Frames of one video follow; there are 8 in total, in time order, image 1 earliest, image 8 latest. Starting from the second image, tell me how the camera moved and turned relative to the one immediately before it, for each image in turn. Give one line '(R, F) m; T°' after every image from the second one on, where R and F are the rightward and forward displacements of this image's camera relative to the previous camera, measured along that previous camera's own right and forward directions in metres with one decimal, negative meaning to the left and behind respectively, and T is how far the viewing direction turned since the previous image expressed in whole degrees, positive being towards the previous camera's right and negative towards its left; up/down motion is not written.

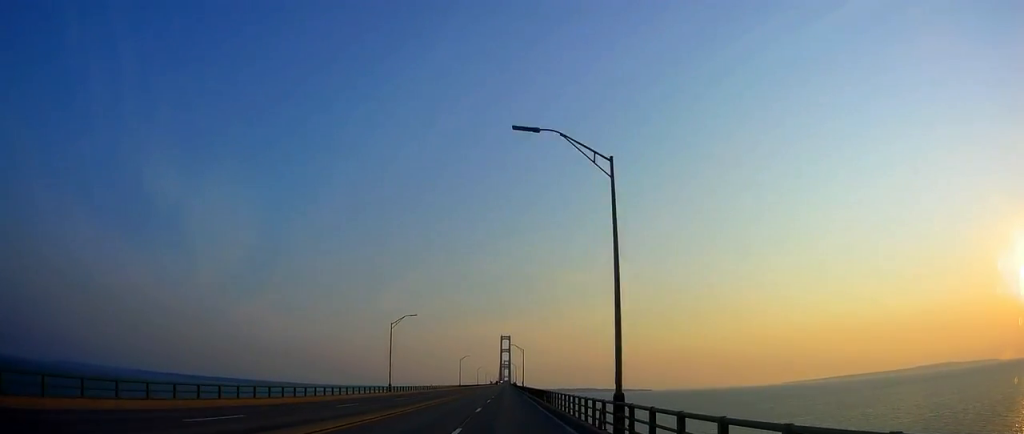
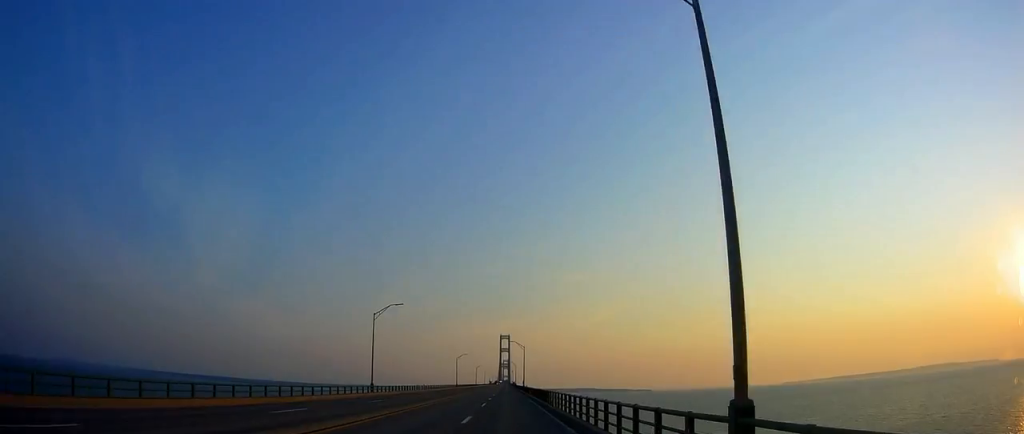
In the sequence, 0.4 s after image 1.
(+0.2, +8.6) m; +1°
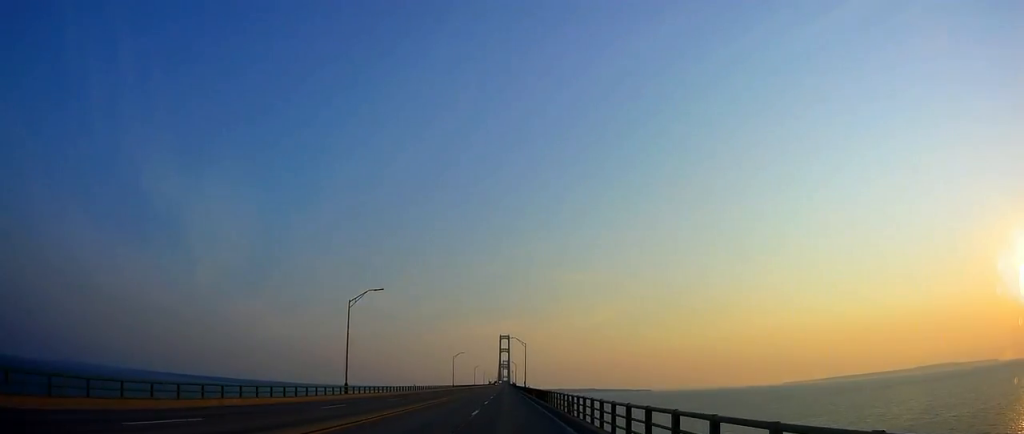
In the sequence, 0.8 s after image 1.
(+0.1, +9.4) m; +1°
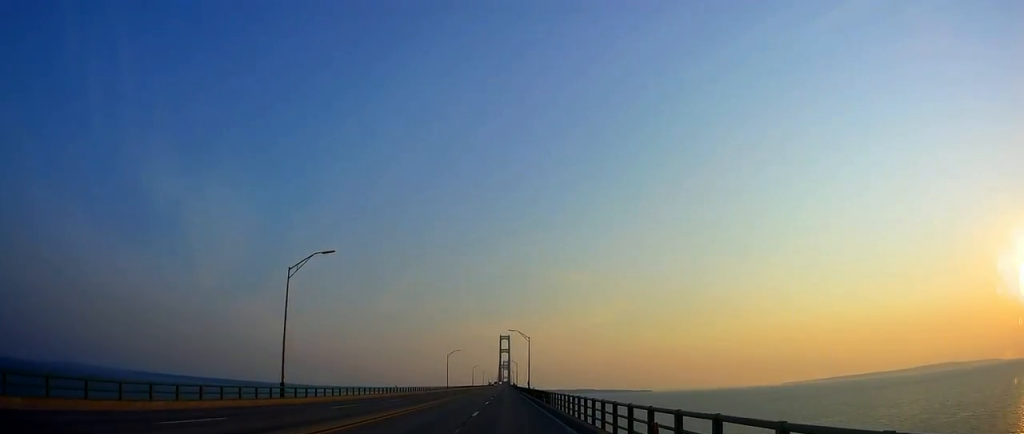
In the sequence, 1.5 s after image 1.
(+0.1, +14.3) m; 0°
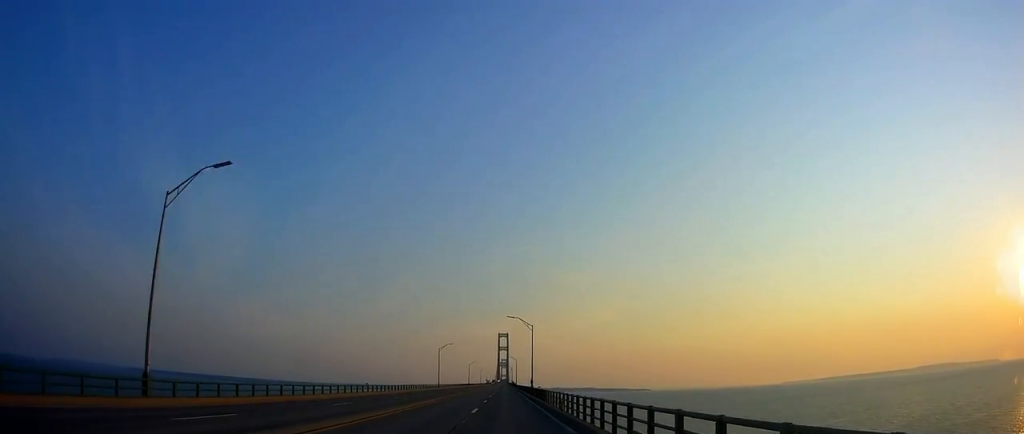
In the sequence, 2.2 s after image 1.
(+0.1, +14.3) m; 0°
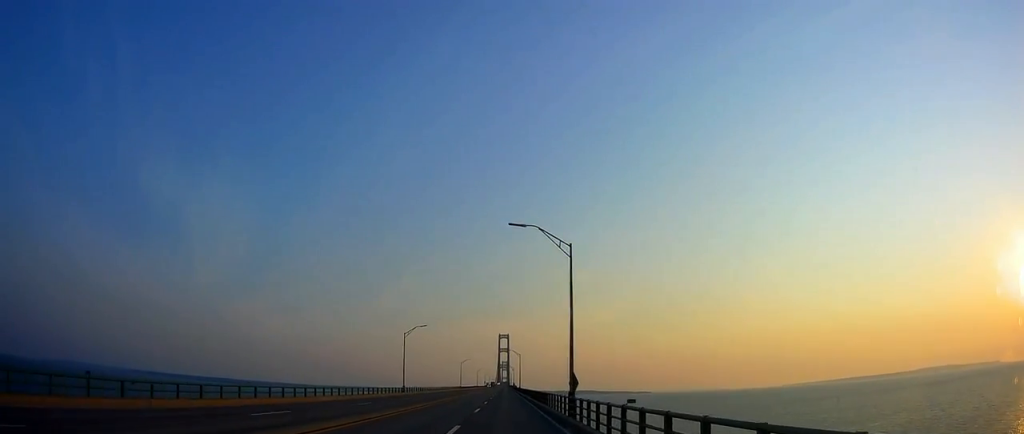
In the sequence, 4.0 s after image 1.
(0.0, +40.3) m; -2°
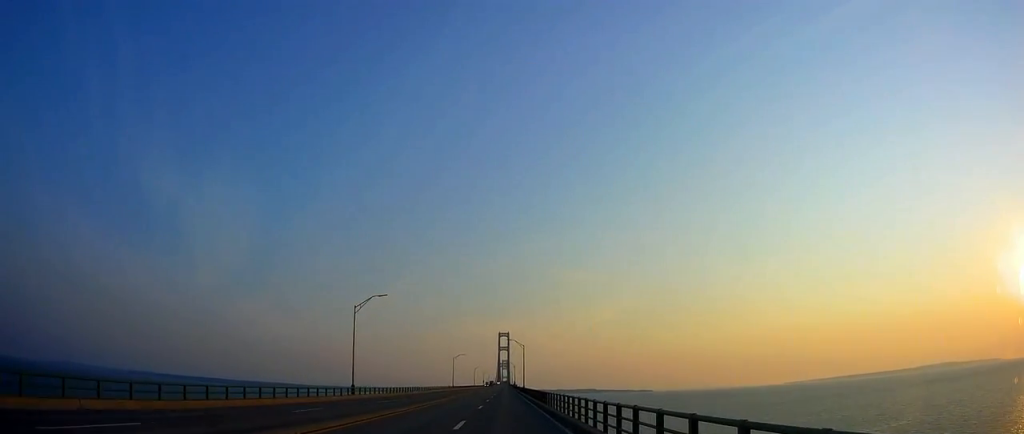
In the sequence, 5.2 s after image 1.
(-0.6, +26.0) m; 0°
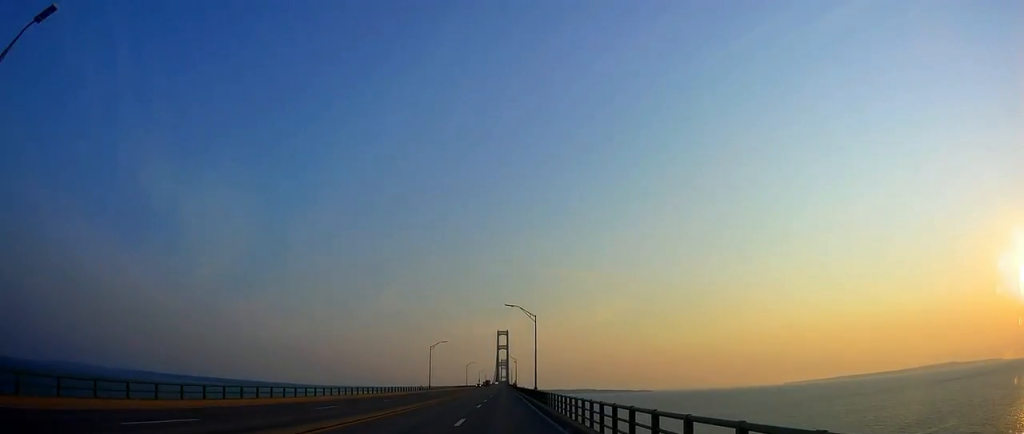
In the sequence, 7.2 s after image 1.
(+1.1, +42.5) m; +1°
